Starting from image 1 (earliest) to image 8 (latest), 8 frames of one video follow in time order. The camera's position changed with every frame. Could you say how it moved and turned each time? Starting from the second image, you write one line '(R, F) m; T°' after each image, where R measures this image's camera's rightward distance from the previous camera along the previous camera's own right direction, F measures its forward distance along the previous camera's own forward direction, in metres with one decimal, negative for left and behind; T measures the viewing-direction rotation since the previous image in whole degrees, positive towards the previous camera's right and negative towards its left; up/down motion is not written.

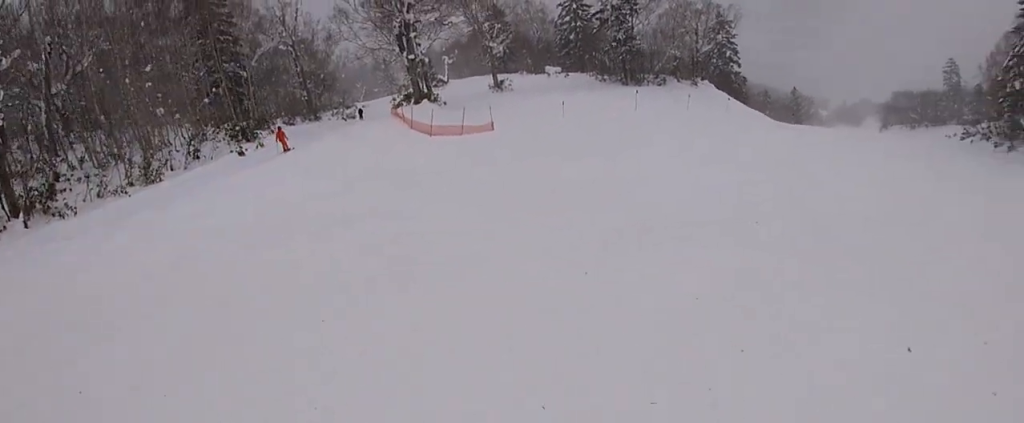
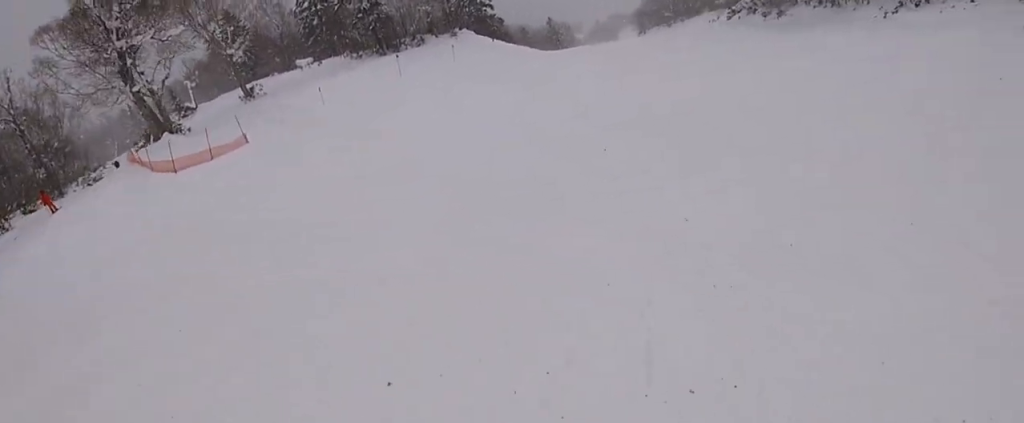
(+0.4, +3.5) m; +23°
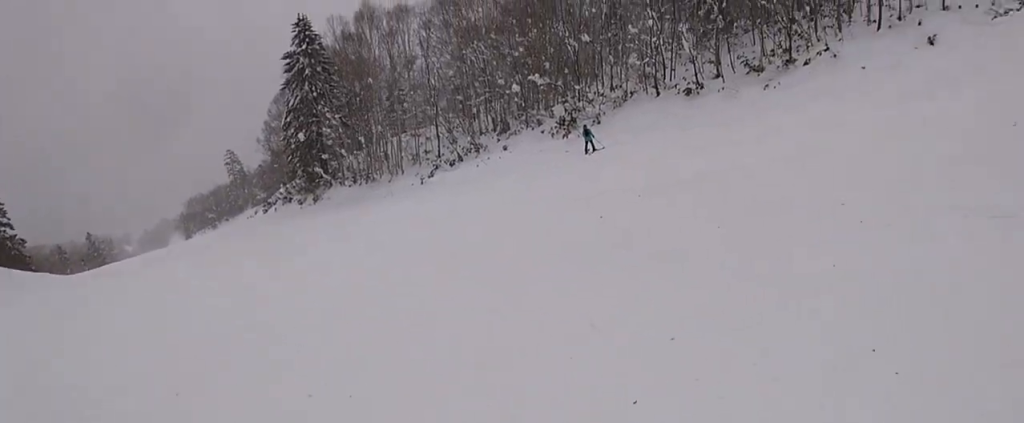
(+2.7, +6.2) m; +42°
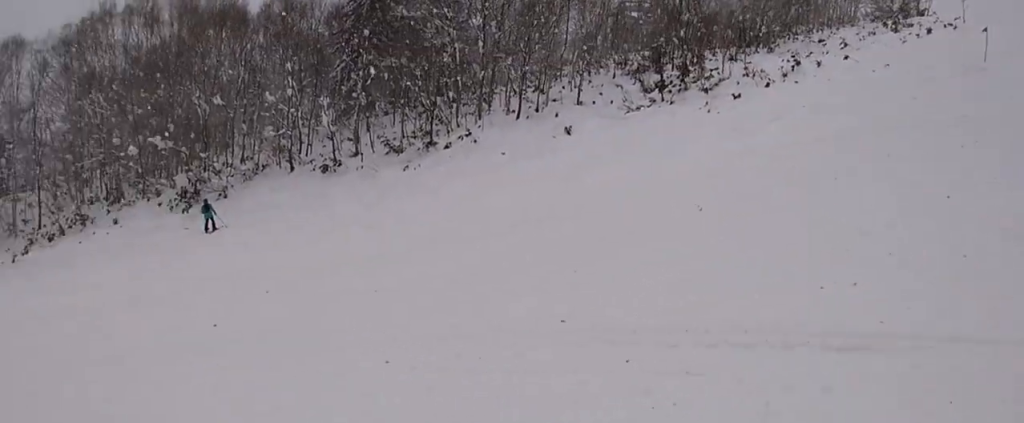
(+0.2, +2.7) m; +15°
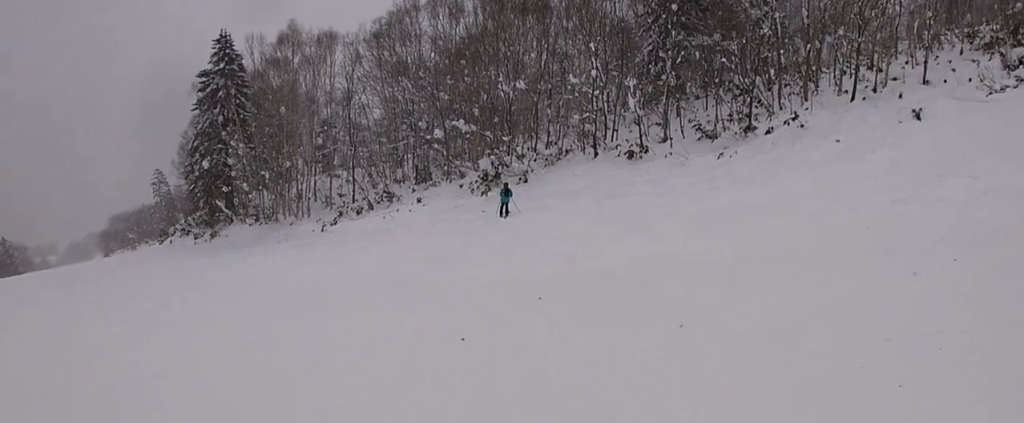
(+0.7, +2.9) m; +8°
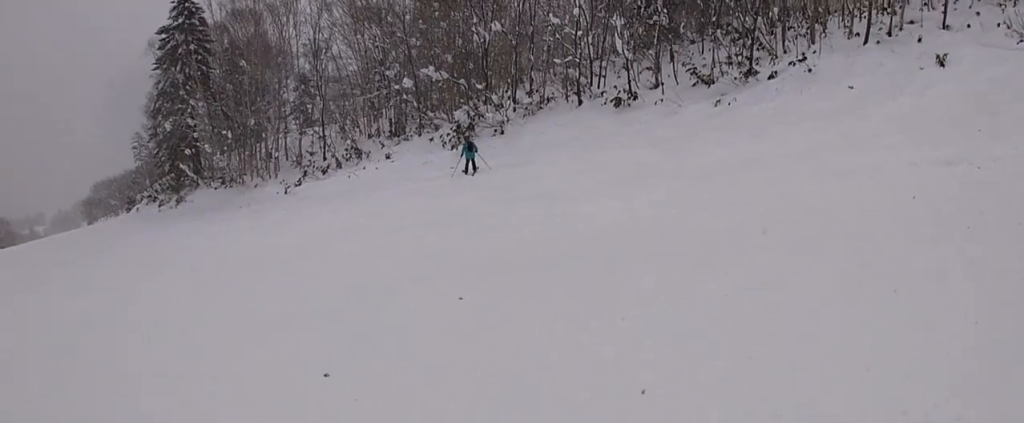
(+0.2, +3.0) m; 0°
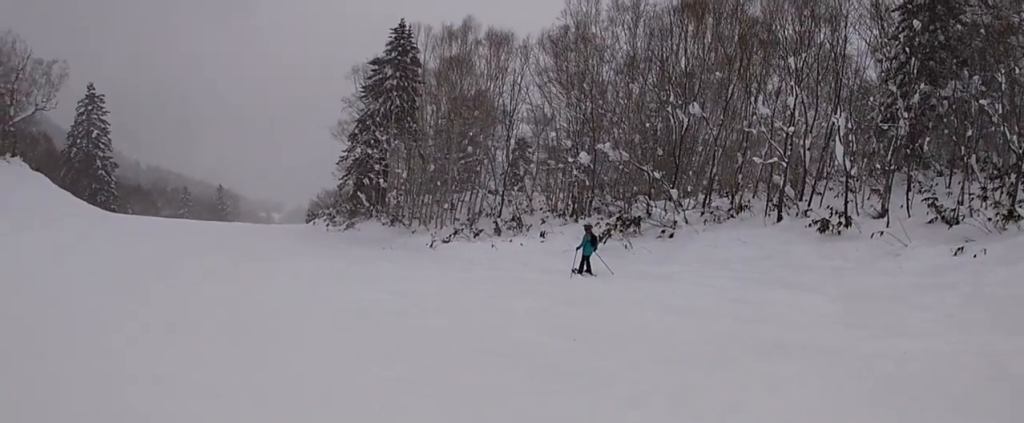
(-1.0, +6.9) m; -19°
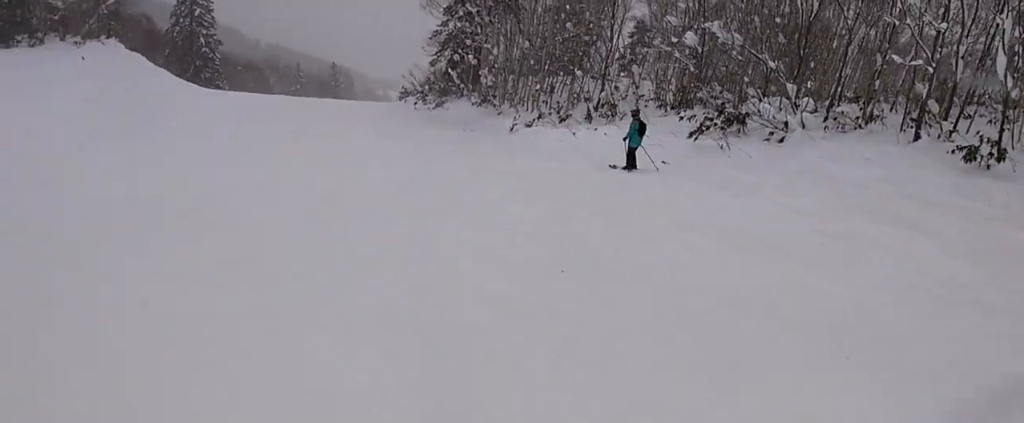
(-0.4, +3.7) m; -26°
